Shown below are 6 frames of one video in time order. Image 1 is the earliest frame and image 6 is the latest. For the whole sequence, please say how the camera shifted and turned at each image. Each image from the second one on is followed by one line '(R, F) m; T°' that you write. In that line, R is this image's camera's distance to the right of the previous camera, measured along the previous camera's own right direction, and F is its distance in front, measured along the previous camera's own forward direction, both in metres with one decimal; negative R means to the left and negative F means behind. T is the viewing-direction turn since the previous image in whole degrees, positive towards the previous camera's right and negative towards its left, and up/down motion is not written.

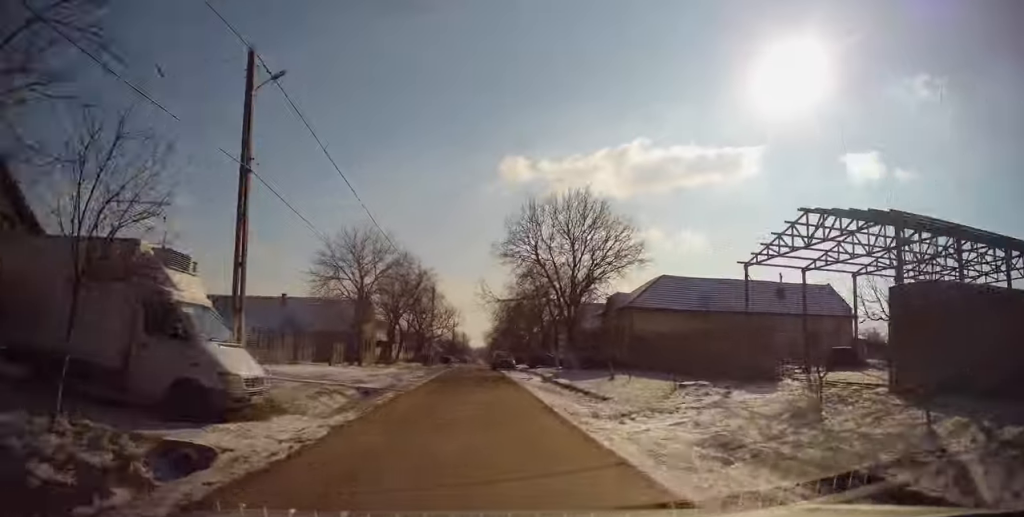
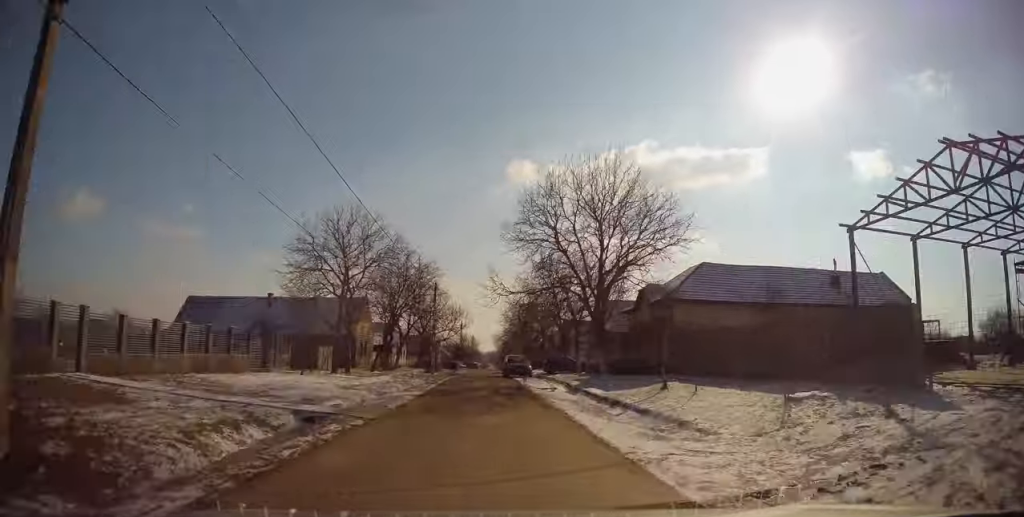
(0.0, +6.9) m; -1°
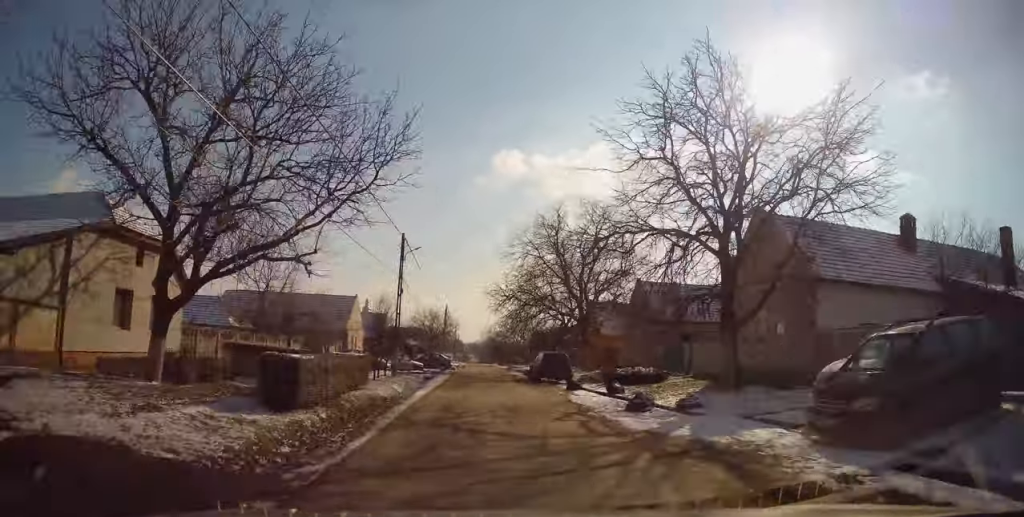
(+0.3, +58.7) m; +3°
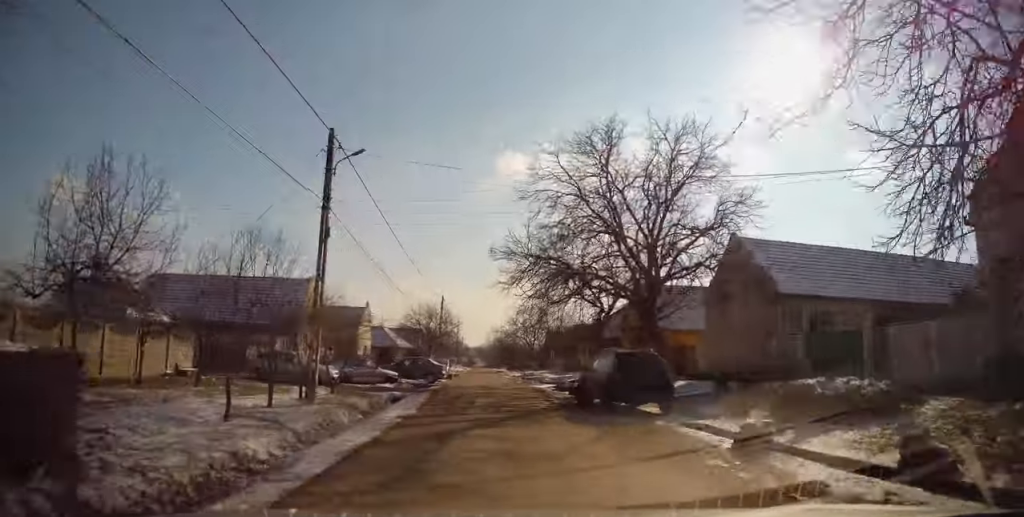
(-0.2, +14.5) m; -1°
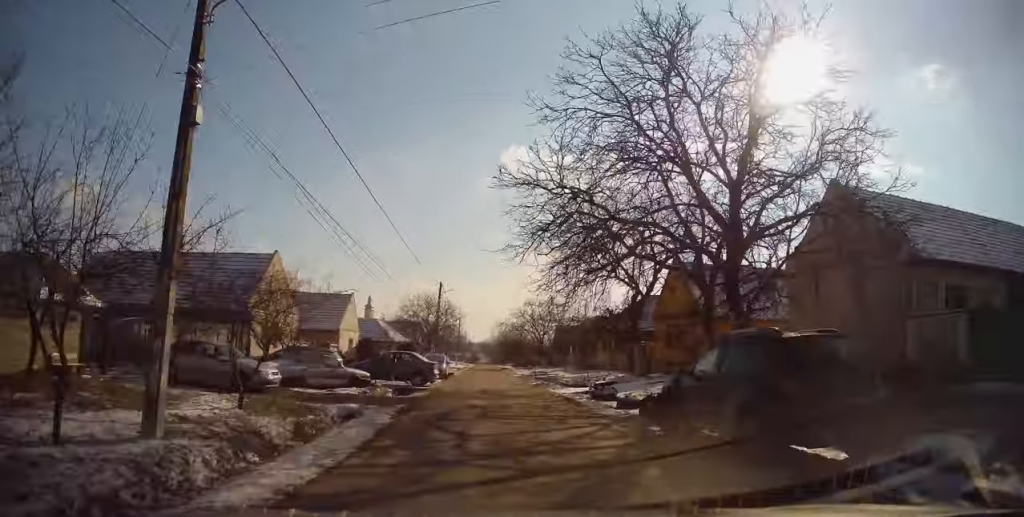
(-0.1, +7.5) m; -1°
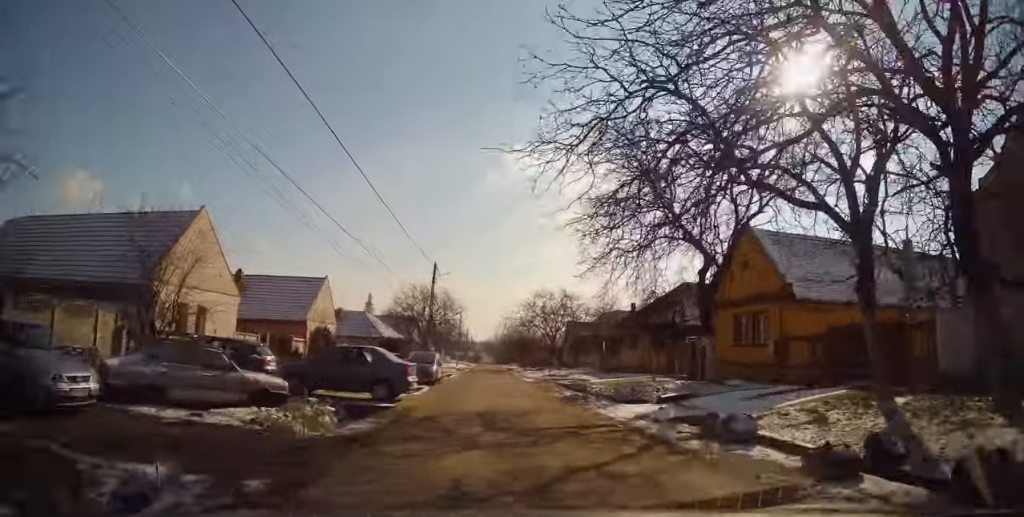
(-0.1, +8.9) m; 0°
